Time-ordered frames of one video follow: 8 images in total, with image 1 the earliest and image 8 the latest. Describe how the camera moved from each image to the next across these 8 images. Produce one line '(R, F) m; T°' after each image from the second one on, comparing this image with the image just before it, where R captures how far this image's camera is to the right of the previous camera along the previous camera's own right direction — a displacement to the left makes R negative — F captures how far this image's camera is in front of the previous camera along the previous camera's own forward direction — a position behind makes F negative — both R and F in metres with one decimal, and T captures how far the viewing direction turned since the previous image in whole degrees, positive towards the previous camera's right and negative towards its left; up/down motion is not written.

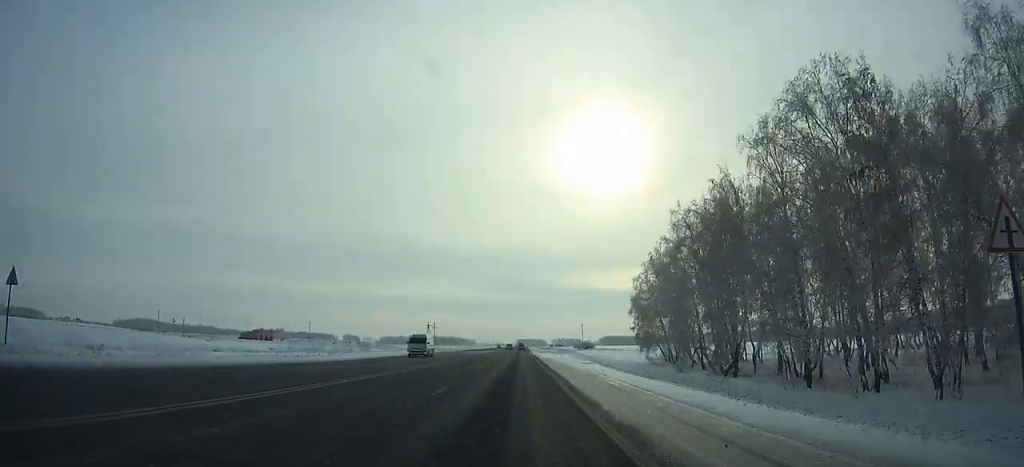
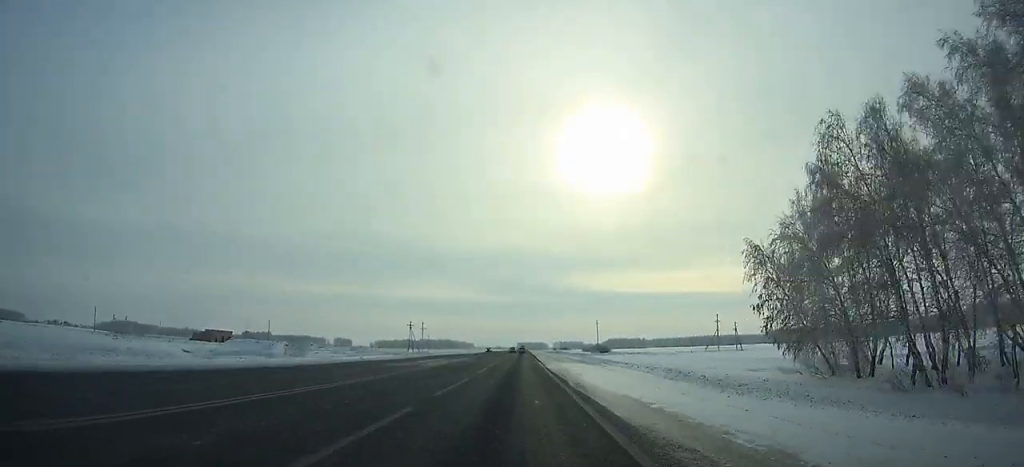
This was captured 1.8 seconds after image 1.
(-0.2, +47.1) m; 0°
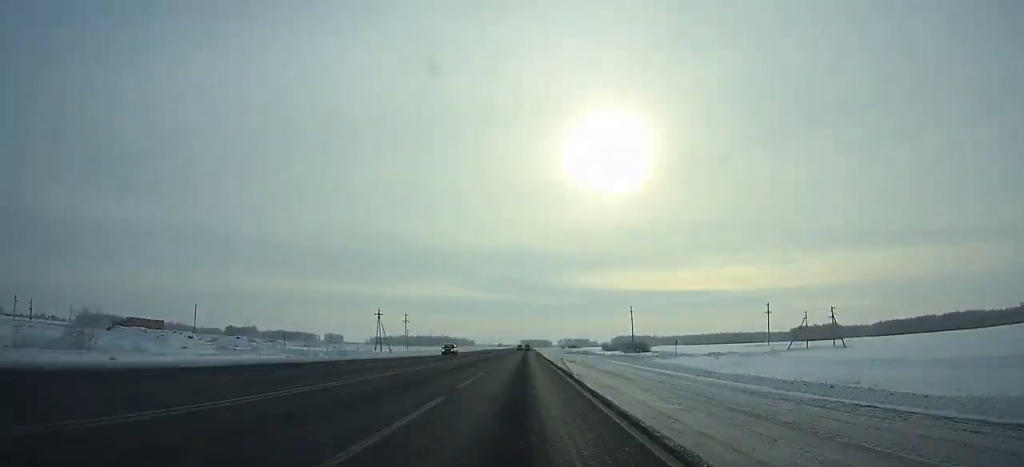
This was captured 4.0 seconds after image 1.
(0.0, +57.7) m; 0°
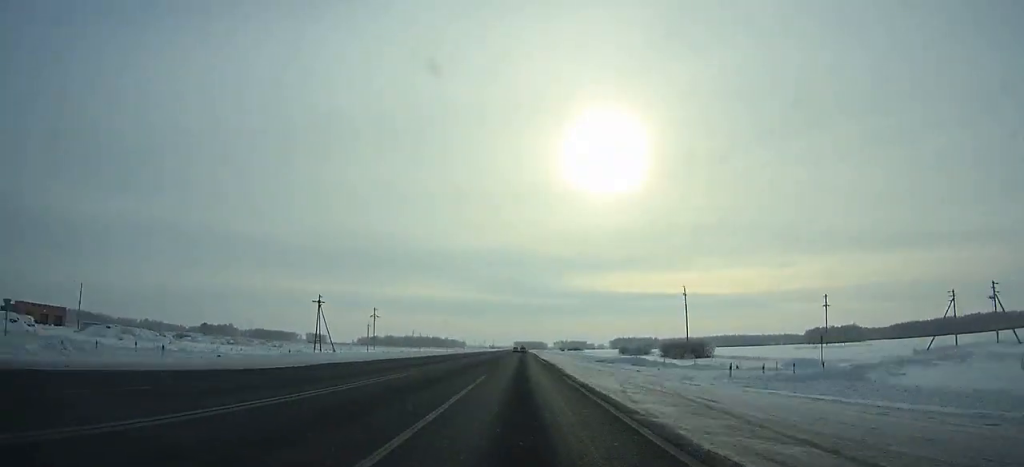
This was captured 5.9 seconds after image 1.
(+0.1, +50.0) m; 0°
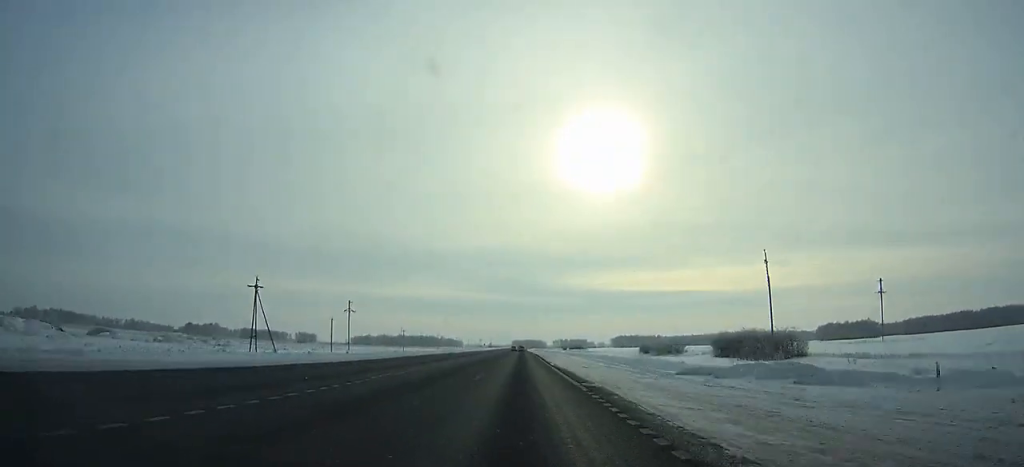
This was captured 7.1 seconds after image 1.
(0.0, +31.6) m; 0°
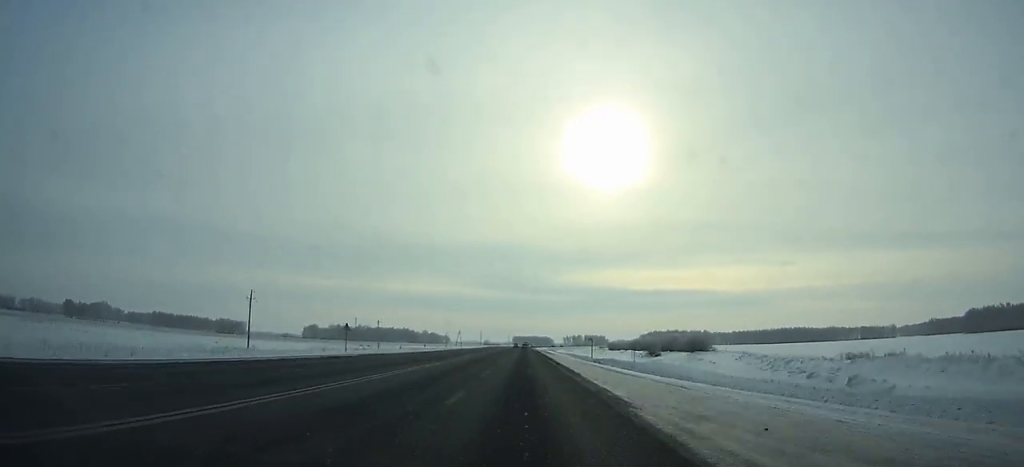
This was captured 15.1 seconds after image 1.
(+0.5, +210.6) m; 0°
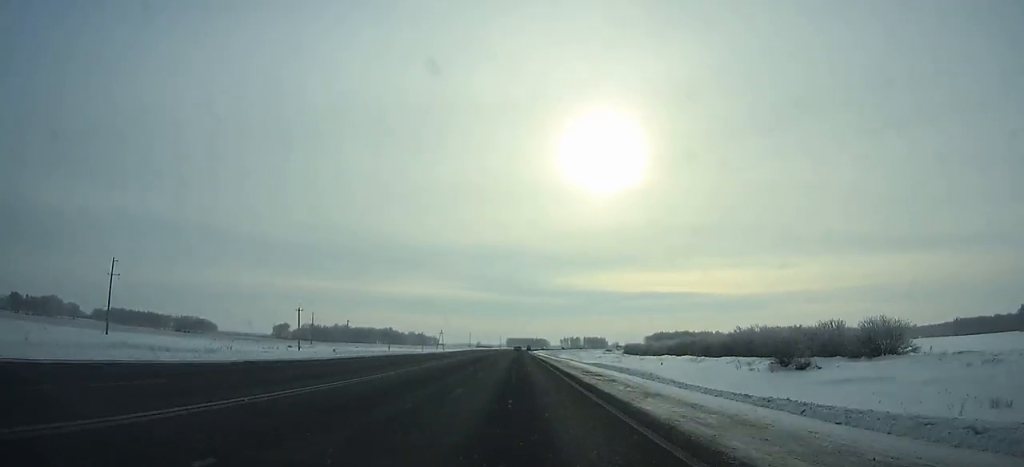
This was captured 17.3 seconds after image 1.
(+0.3, +57.8) m; 0°
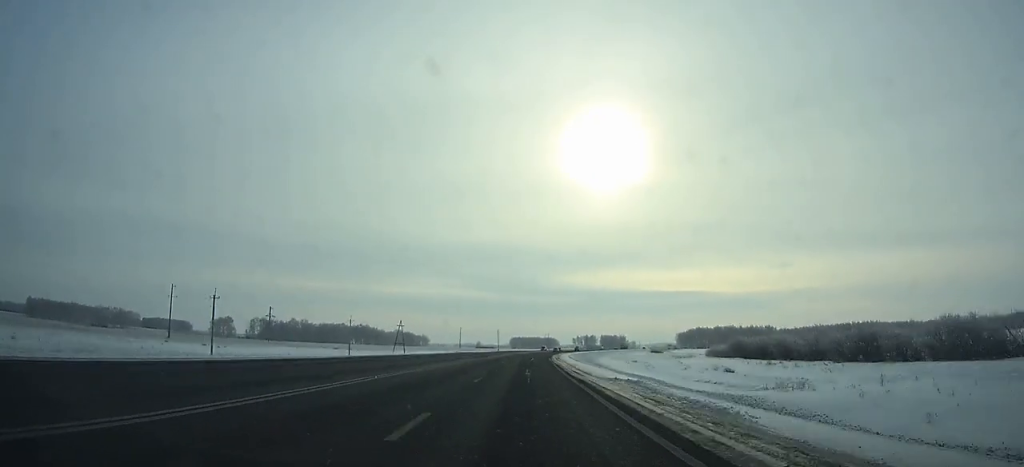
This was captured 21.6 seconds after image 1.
(+0.9, +112.4) m; +2°
